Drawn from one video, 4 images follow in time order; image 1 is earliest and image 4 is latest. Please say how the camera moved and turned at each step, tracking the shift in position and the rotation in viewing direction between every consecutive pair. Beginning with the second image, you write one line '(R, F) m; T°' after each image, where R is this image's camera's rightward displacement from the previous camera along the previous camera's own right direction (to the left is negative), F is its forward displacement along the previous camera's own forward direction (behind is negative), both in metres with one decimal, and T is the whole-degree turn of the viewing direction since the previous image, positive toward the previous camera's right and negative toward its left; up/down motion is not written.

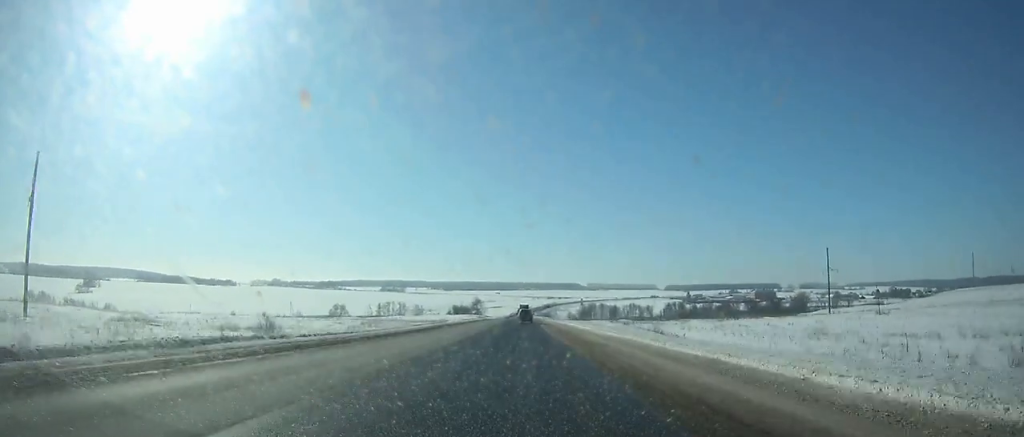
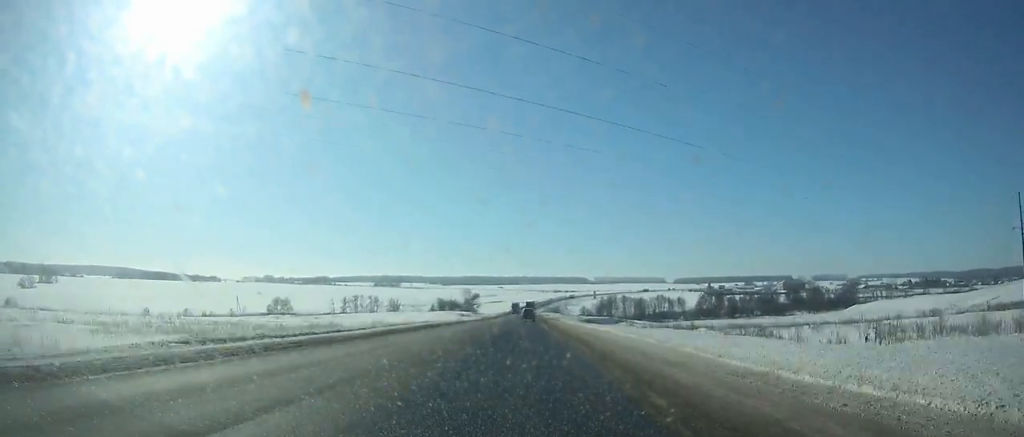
(-0.3, +85.6) m; 0°
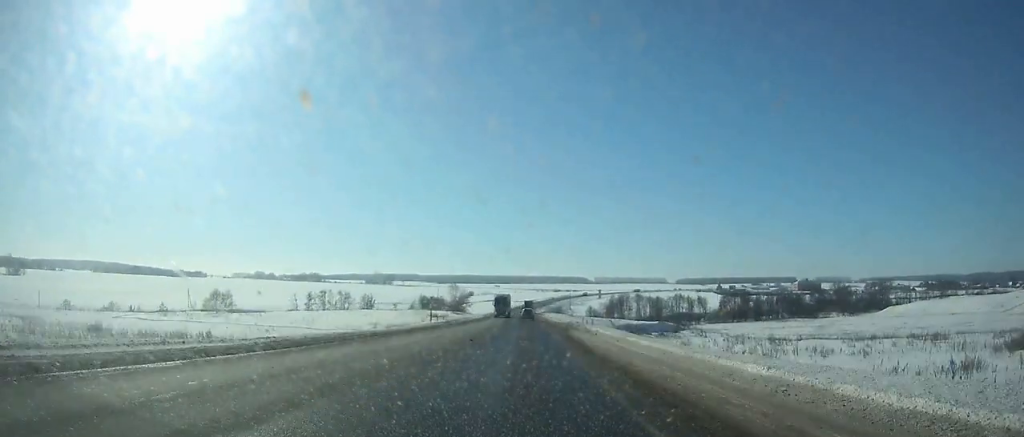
(-0.3, +50.1) m; 0°
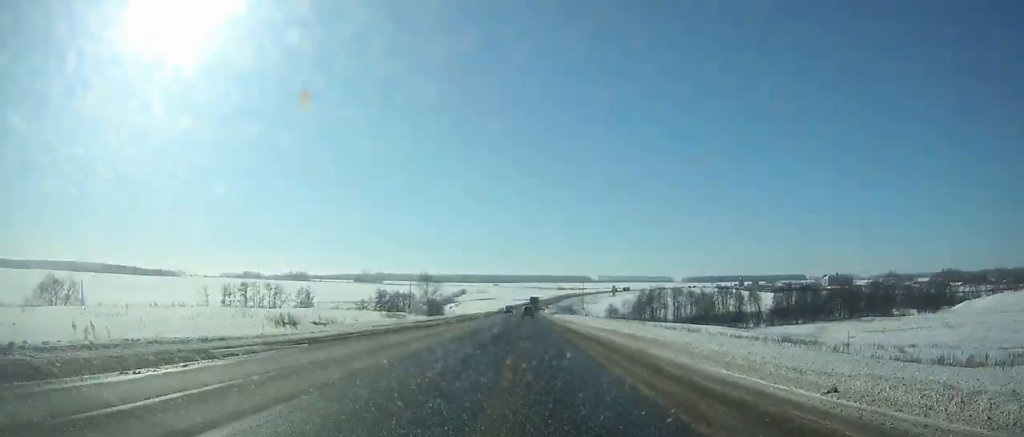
(+0.1, +78.5) m; 0°
